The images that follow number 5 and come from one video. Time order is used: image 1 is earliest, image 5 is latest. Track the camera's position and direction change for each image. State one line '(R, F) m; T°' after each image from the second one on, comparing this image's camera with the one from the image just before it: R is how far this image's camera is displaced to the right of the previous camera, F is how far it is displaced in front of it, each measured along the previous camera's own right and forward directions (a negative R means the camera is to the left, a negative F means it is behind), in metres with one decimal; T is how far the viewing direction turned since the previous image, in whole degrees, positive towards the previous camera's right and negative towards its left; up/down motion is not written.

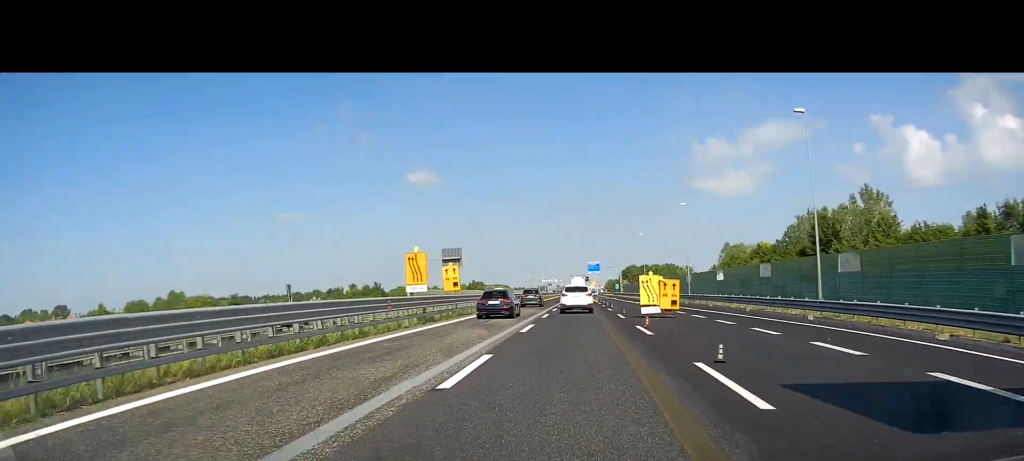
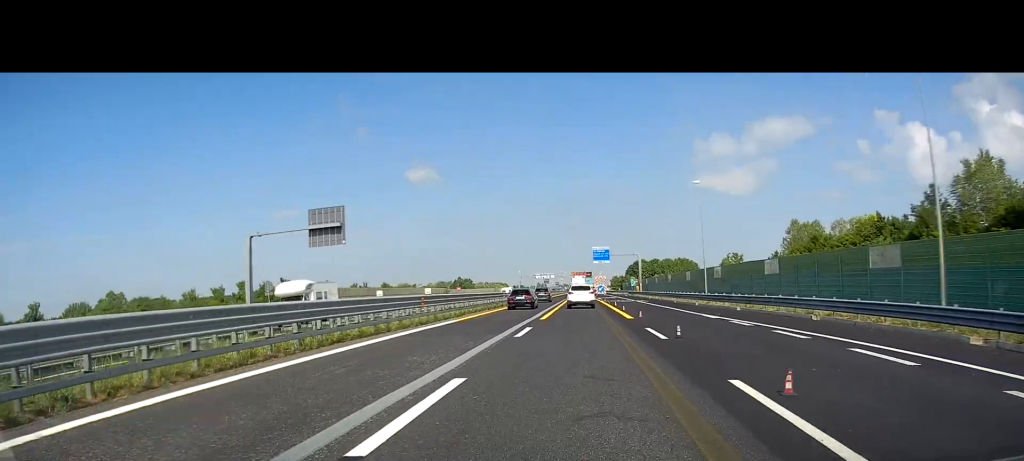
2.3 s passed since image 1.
(-0.2, +49.5) m; +1°
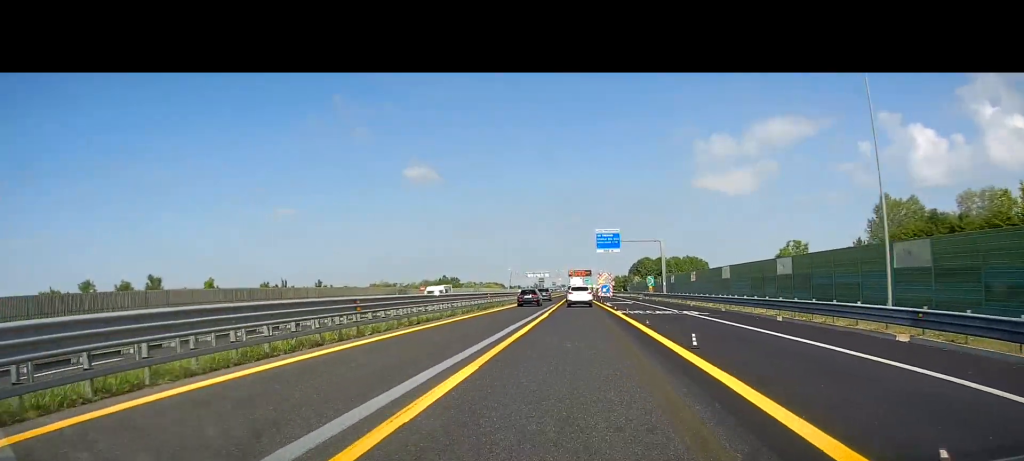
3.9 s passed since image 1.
(+0.4, +34.3) m; 0°
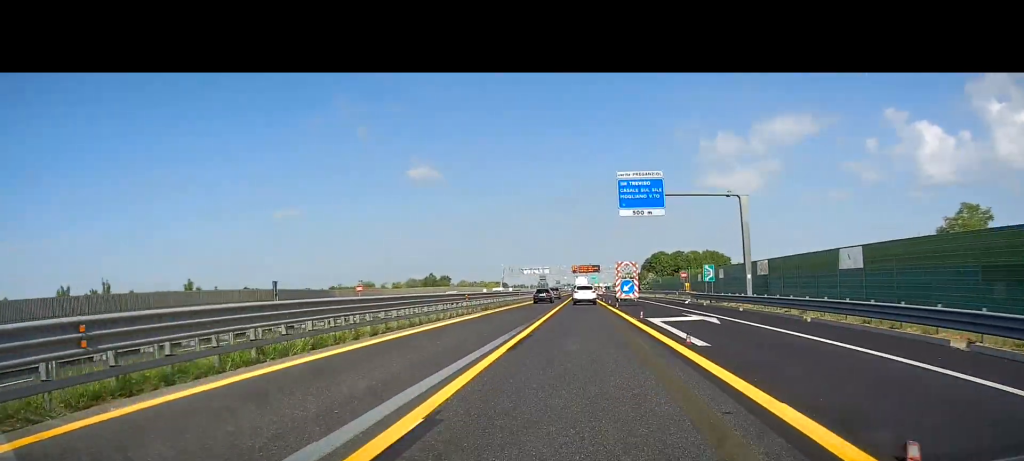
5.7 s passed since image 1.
(-0.5, +38.5) m; 0°
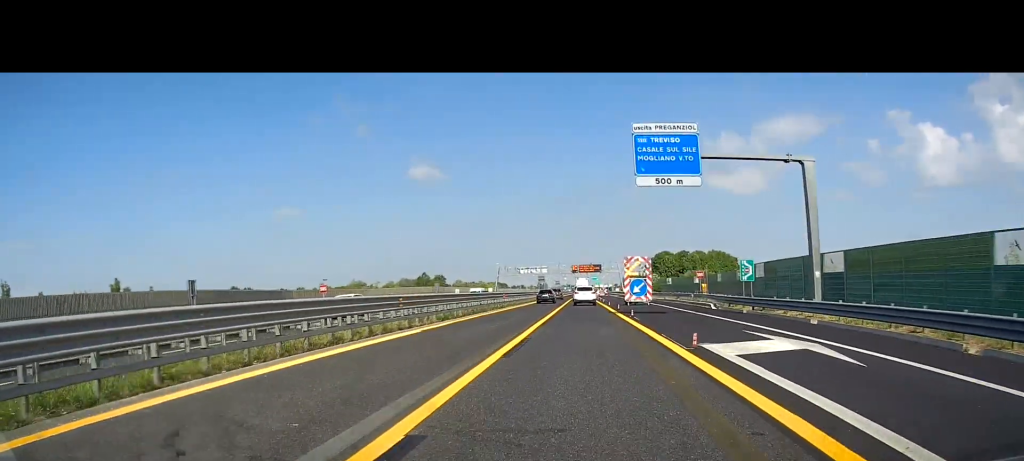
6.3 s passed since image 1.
(0.0, +12.5) m; -1°
